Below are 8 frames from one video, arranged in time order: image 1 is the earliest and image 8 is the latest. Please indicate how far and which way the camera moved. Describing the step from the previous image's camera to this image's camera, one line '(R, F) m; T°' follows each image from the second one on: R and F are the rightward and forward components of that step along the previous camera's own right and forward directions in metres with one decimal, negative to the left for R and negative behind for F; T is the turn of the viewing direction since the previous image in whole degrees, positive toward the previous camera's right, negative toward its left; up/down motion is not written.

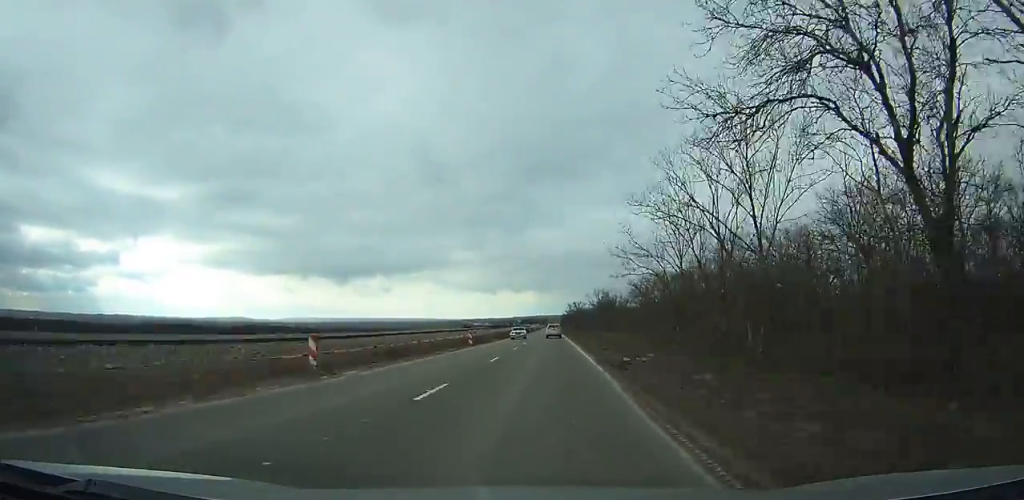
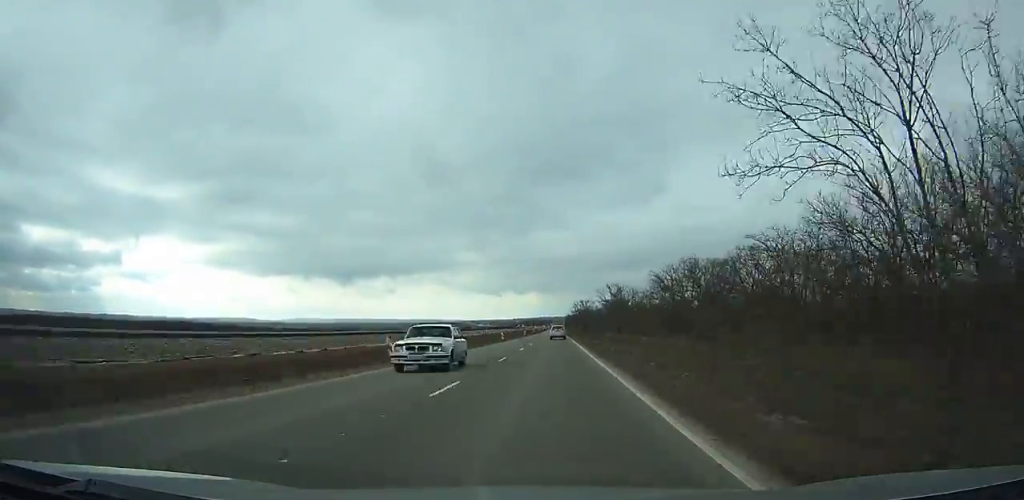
(0.0, +23.2) m; 0°
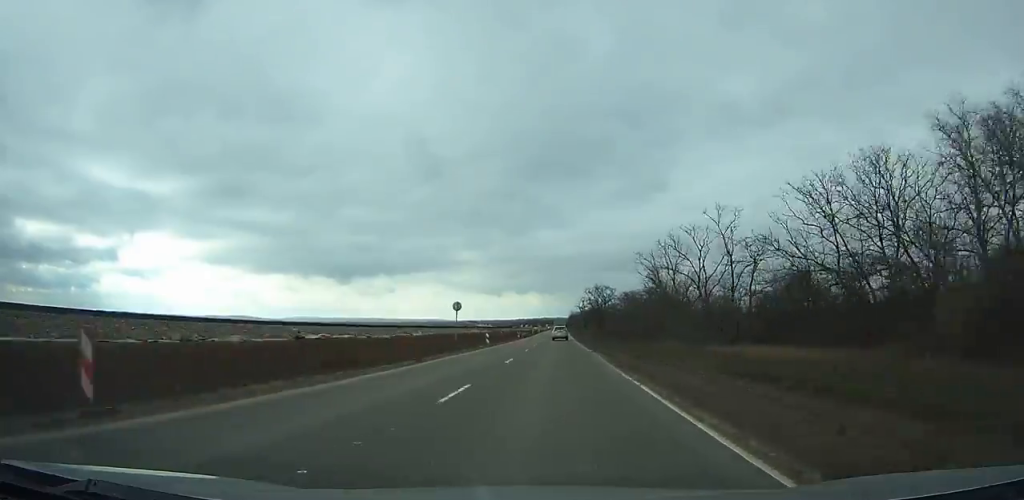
(+0.3, +60.7) m; +1°
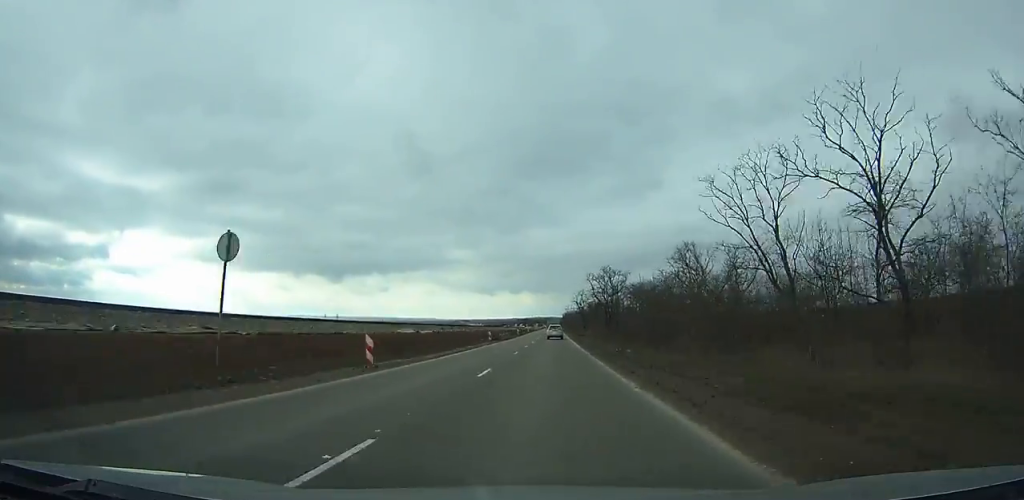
(+0.1, +30.7) m; 0°
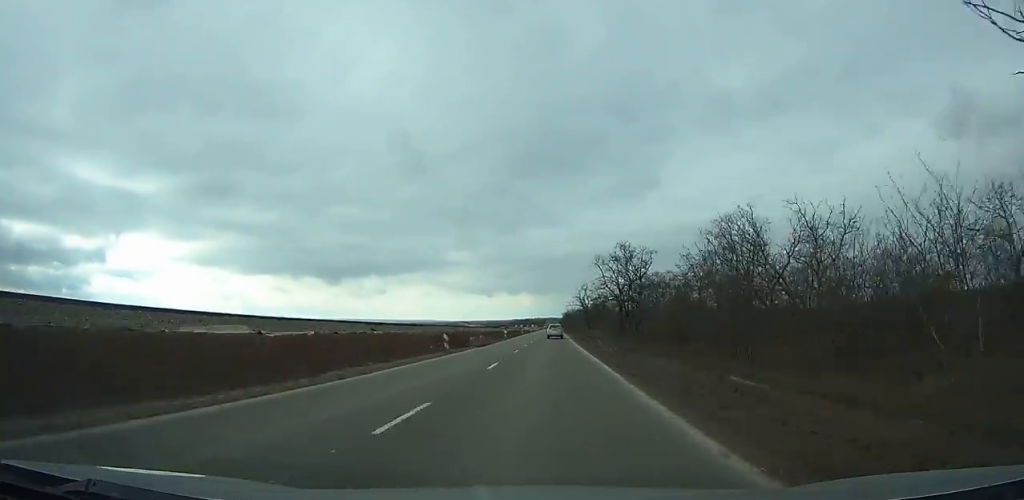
(+0.1, +22.6) m; 0°
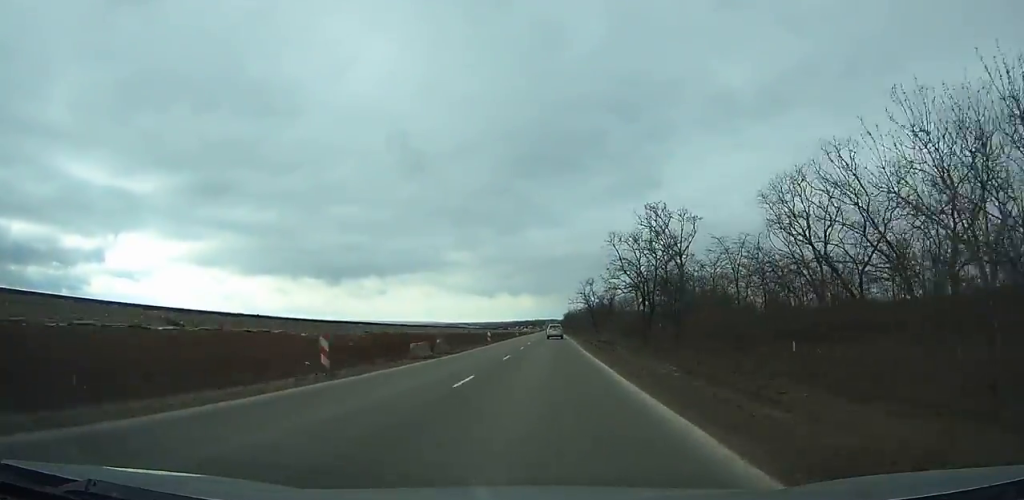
(0.0, +18.6) m; 0°
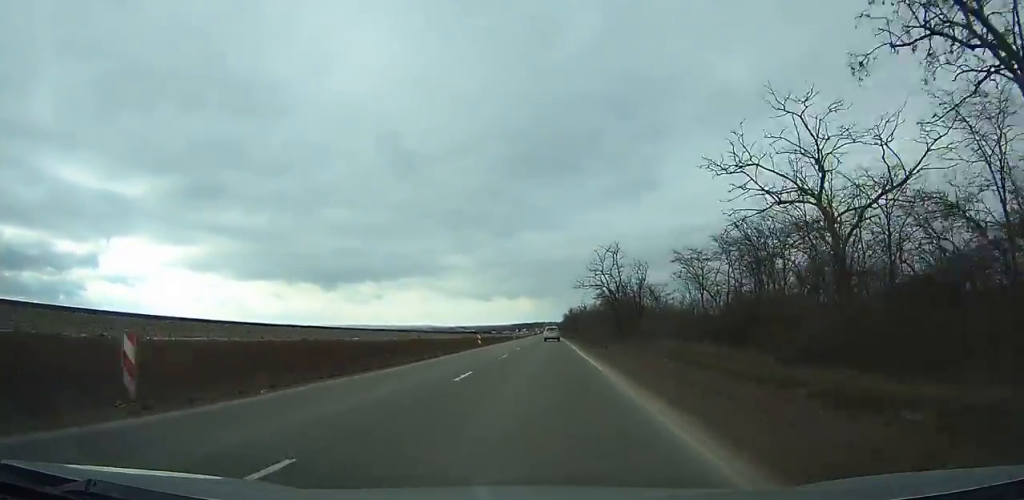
(-0.2, +46.5) m; 0°
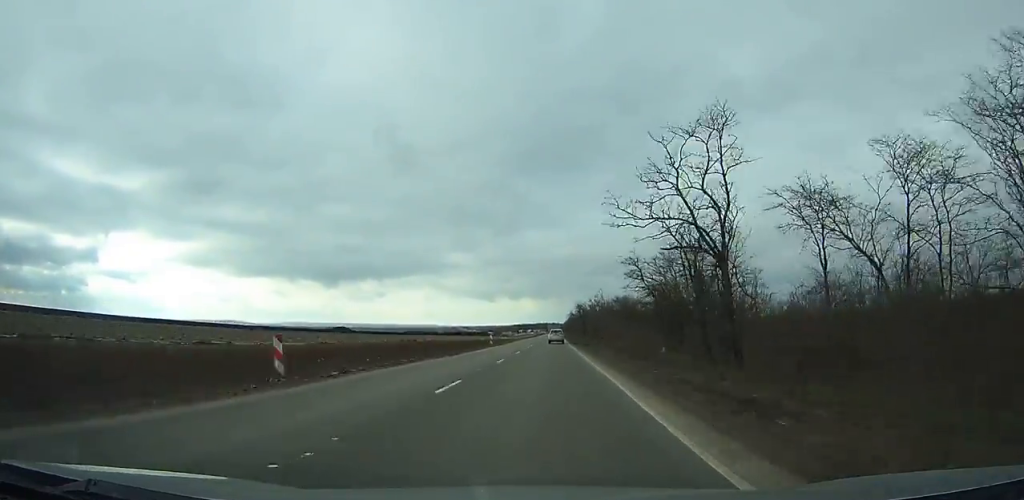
(-0.1, +38.7) m; 0°
